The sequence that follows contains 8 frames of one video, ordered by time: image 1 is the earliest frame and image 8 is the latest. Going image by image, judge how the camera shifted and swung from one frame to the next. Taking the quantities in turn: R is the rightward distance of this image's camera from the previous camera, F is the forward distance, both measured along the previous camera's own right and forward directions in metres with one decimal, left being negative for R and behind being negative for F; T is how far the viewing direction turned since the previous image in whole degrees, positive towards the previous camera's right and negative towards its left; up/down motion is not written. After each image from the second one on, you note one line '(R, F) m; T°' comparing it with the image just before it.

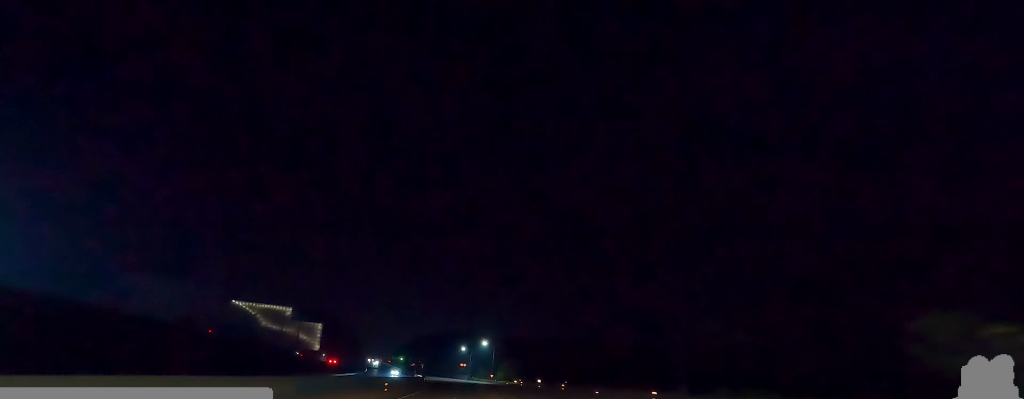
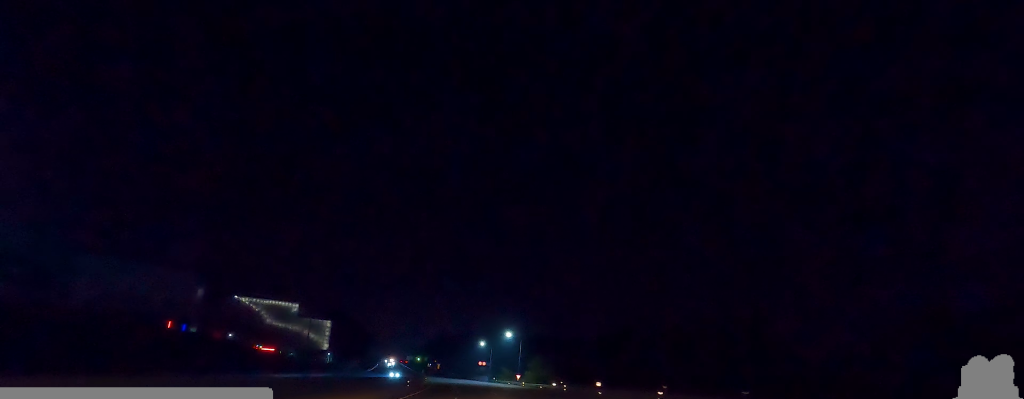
(+0.9, +40.9) m; 0°
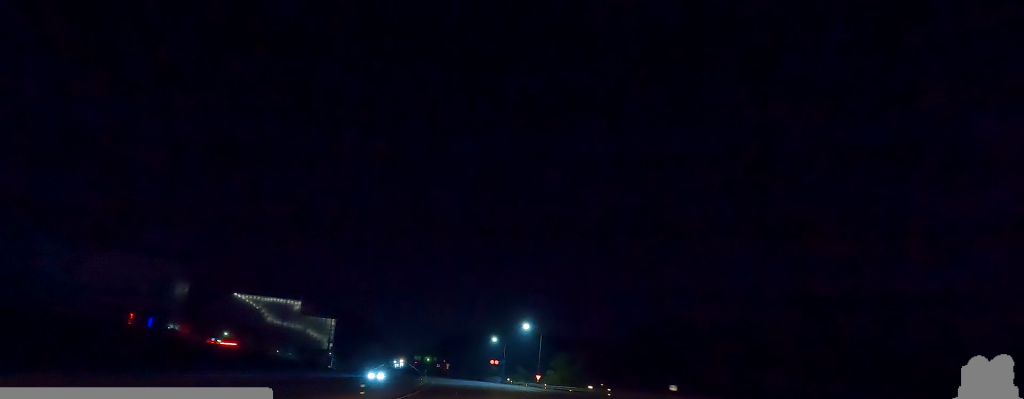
(-1.2, +24.1) m; -3°
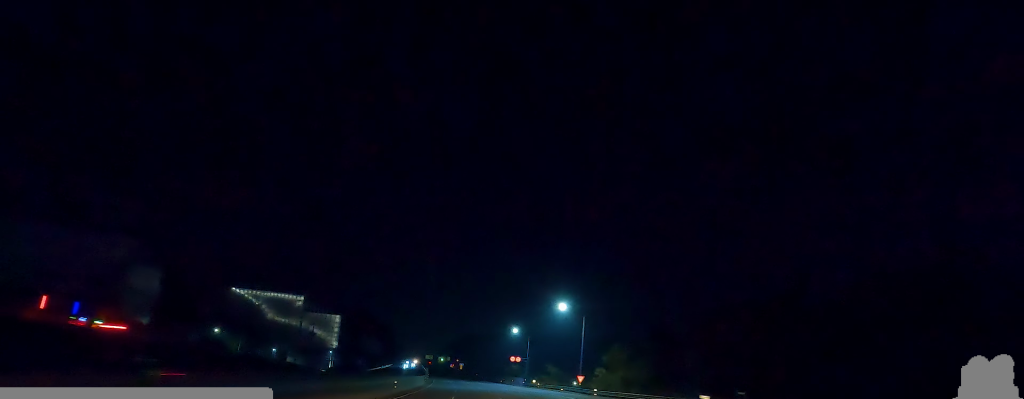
(-0.4, +34.2) m; -3°
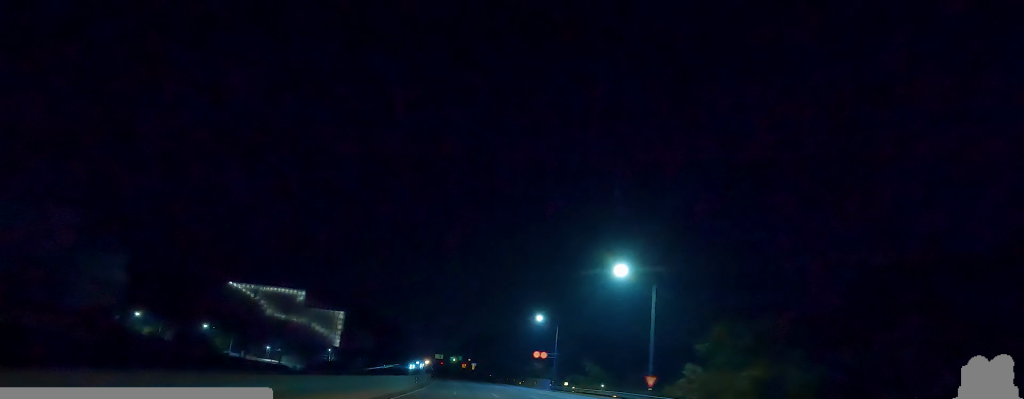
(-1.4, +28.6) m; 0°
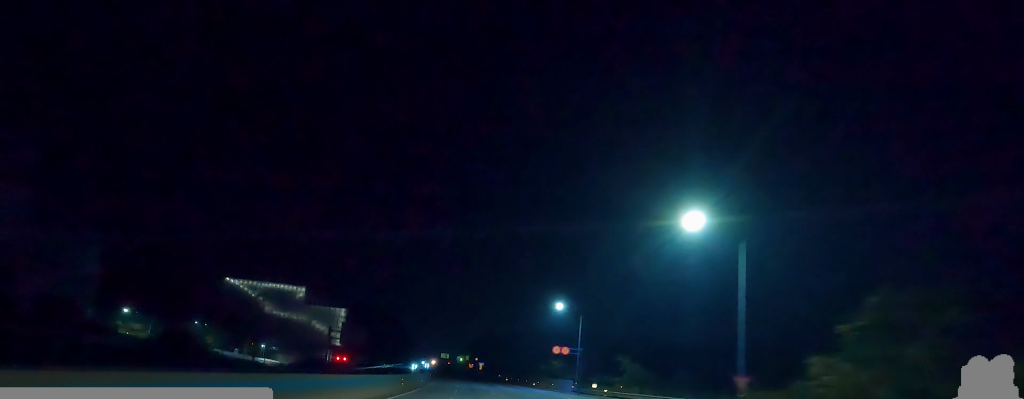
(+0.9, +16.9) m; 0°
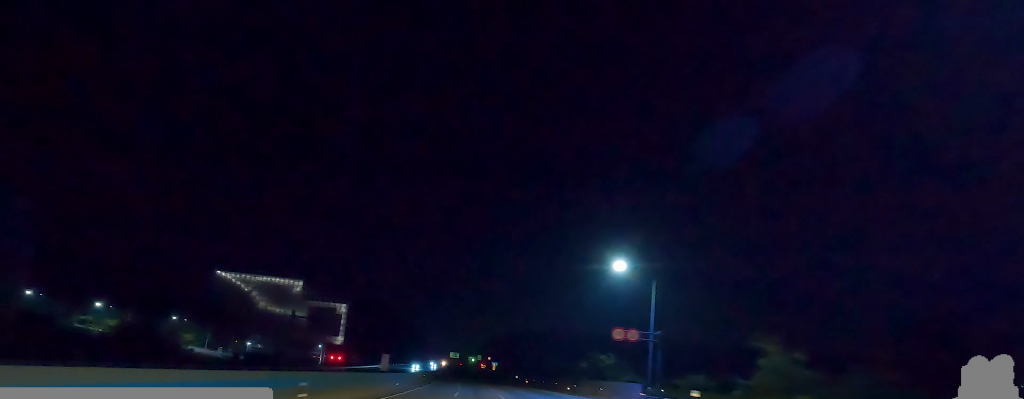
(-0.3, +29.9) m; -2°
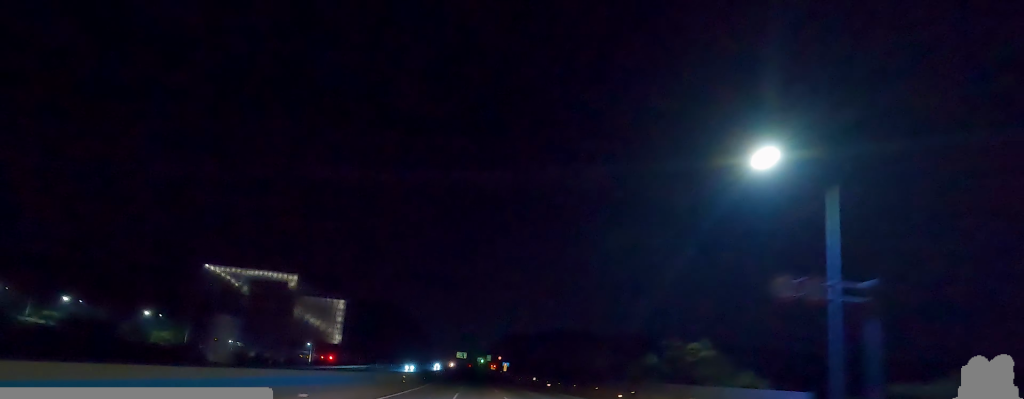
(-0.5, +25.1) m; -1°
